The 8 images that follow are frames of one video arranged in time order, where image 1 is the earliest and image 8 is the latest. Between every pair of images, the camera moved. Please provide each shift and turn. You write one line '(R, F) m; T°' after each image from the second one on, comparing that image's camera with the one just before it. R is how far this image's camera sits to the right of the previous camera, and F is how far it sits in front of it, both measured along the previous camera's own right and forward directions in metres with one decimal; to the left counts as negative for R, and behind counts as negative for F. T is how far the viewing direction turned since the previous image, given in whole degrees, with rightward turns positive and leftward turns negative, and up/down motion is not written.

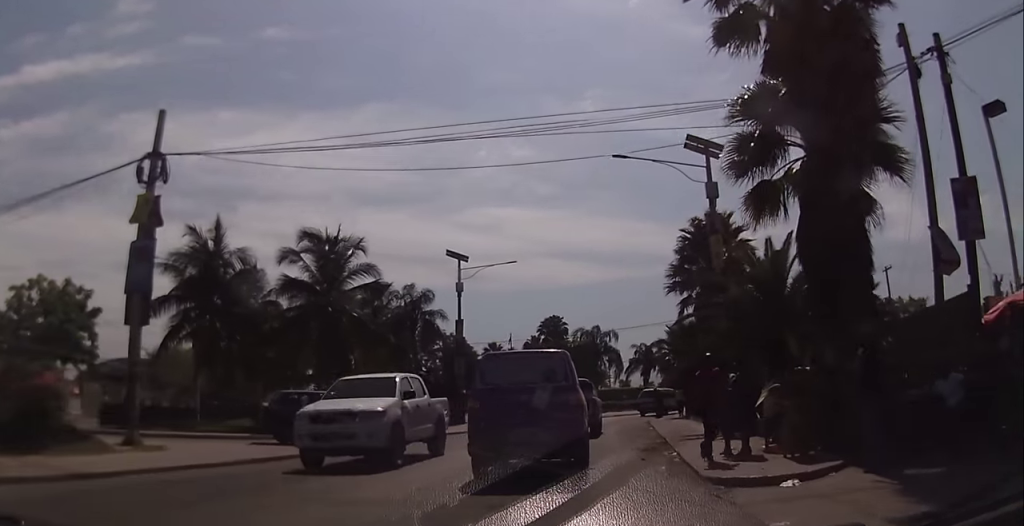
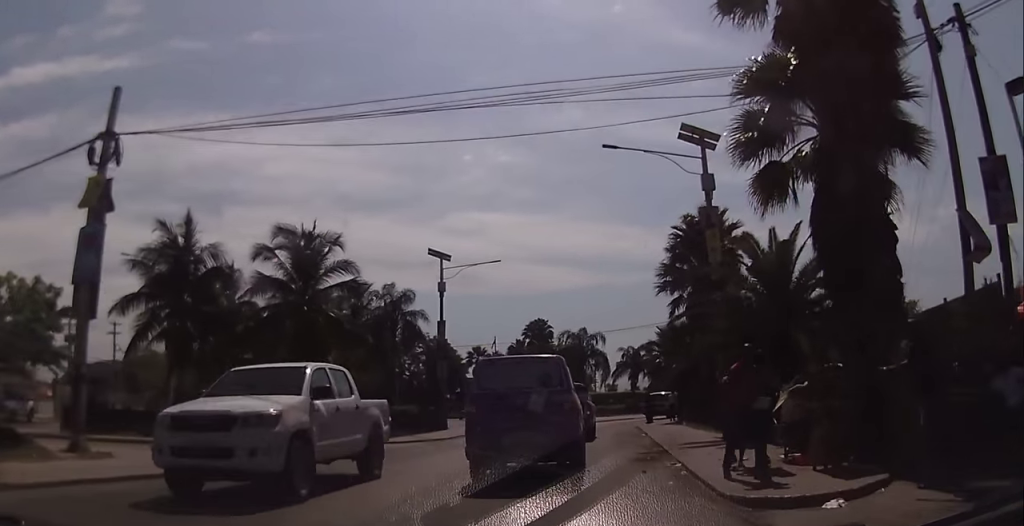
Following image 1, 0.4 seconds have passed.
(-0.1, +1.4) m; -2°
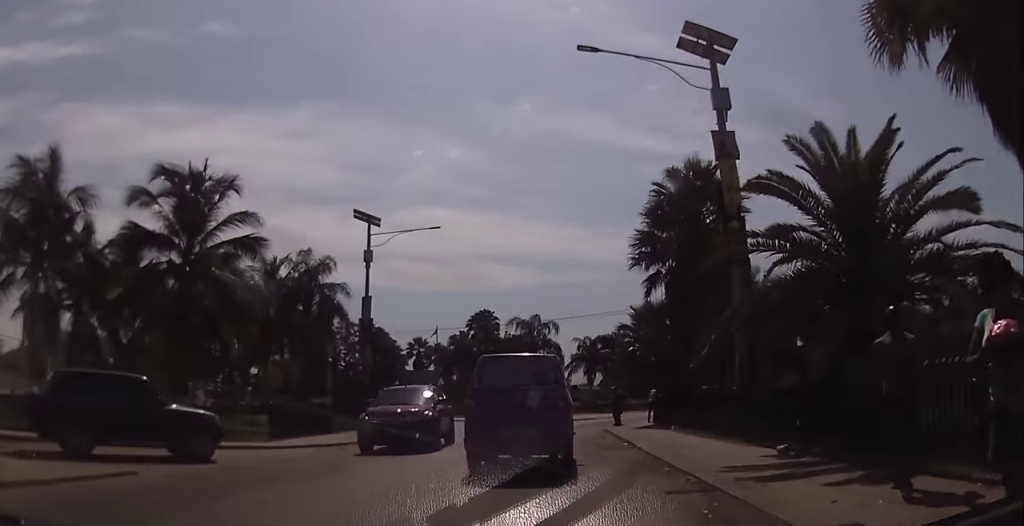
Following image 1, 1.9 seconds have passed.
(-0.1, +6.5) m; +1°
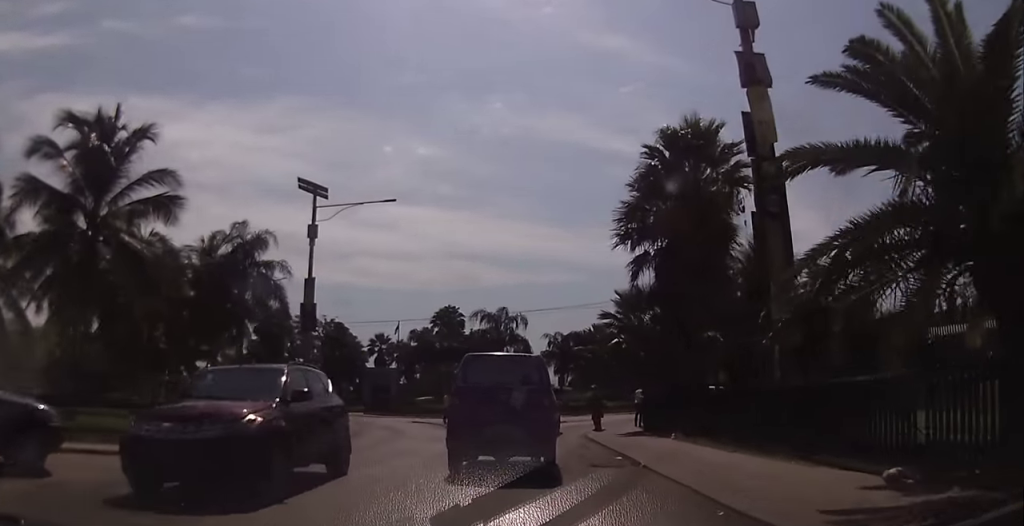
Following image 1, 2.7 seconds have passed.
(0.0, +4.1) m; +3°
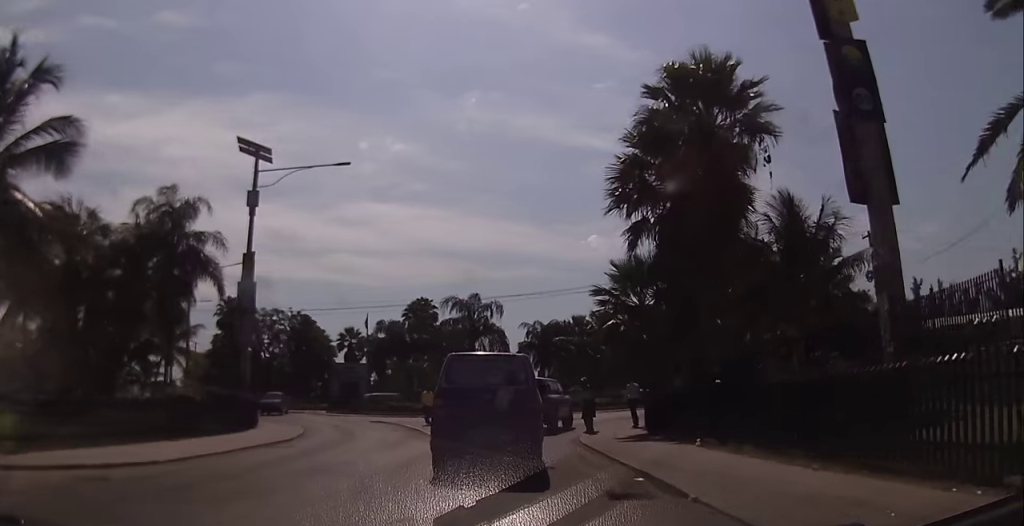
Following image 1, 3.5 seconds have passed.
(+0.2, +4.4) m; +3°
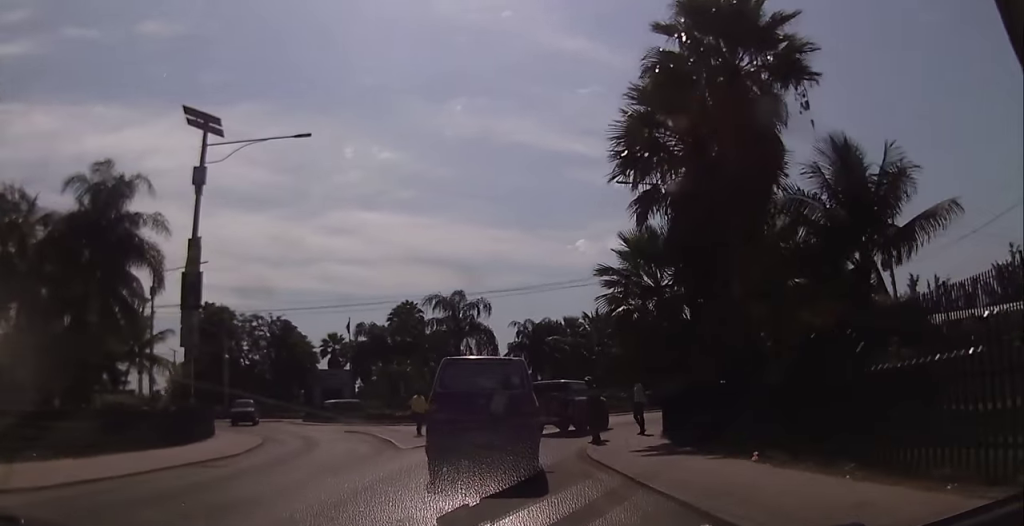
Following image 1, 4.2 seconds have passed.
(0.0, +3.8) m; -3°
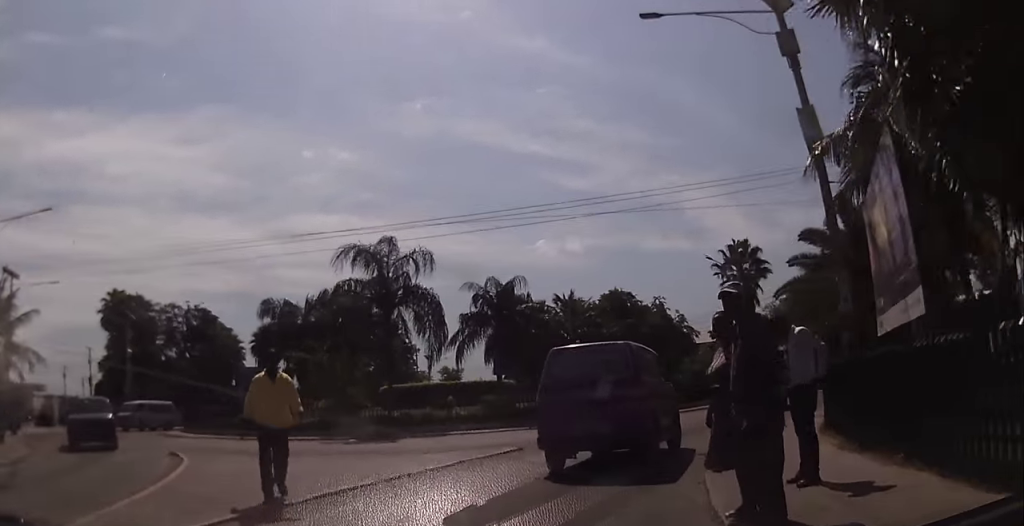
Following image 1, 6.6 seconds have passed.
(+0.9, +13.2) m; +15°
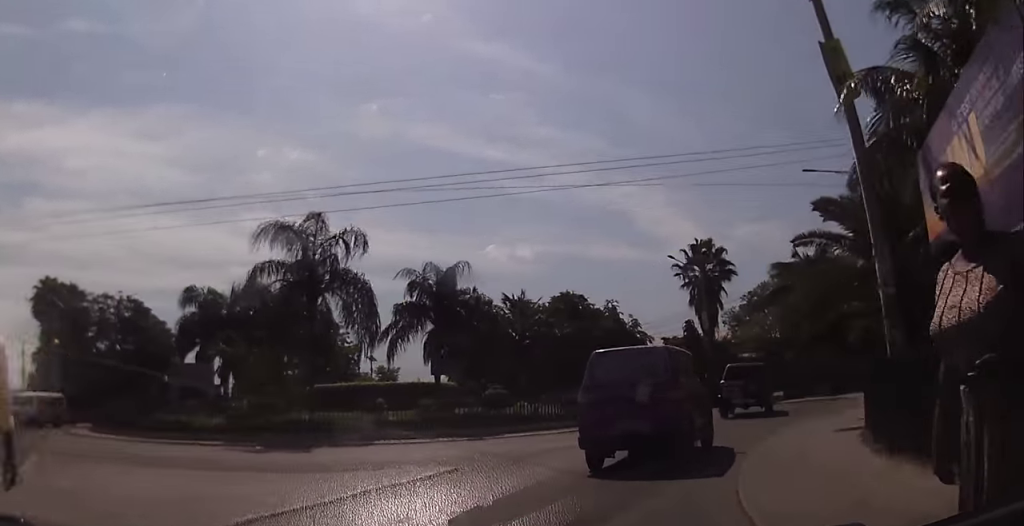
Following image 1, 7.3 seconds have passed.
(0.0, +3.6) m; 0°
